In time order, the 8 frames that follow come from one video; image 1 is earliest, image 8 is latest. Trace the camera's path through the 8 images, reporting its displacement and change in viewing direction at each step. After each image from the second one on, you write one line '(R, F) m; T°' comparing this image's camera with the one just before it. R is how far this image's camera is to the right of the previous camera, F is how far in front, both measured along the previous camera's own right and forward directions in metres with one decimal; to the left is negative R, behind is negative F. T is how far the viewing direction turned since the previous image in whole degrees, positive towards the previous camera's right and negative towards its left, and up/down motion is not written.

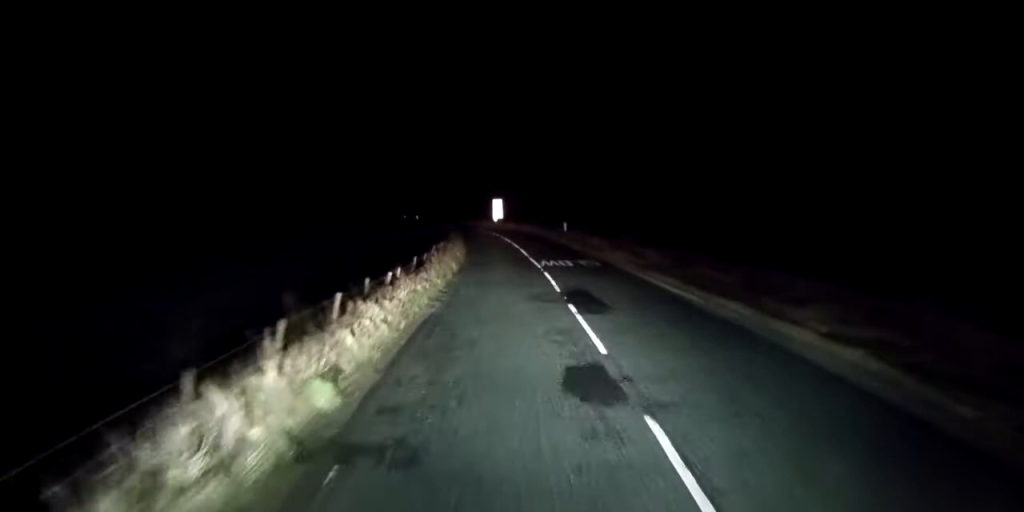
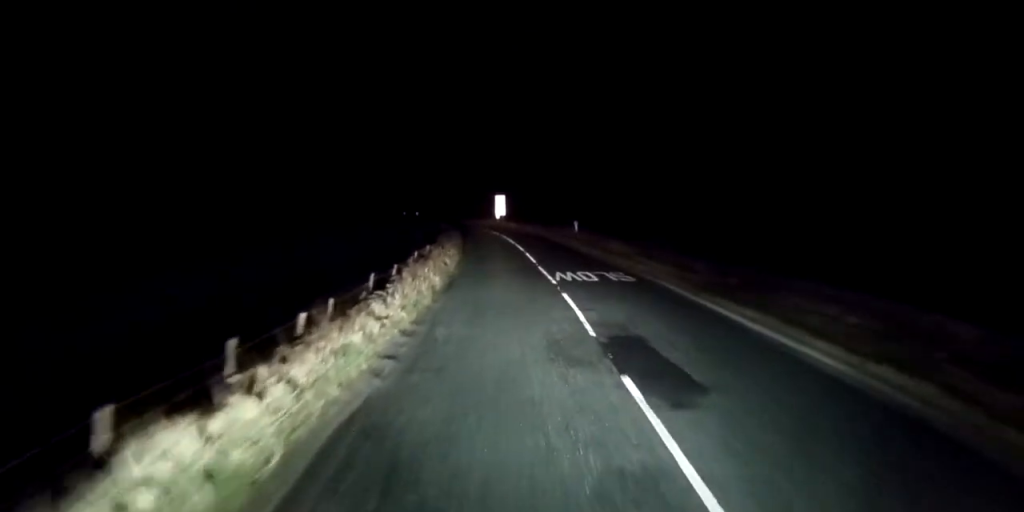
(0.0, +7.8) m; 0°
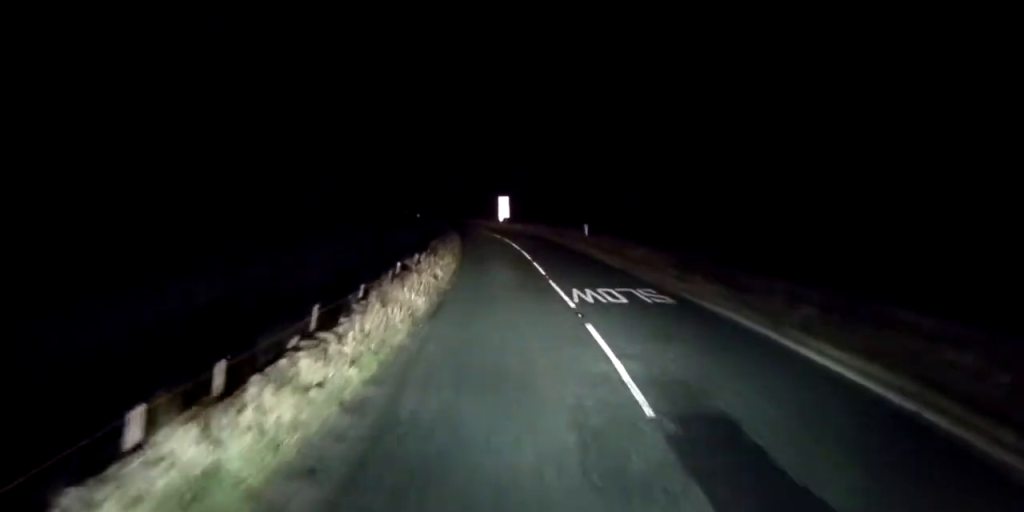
(0.0, +4.8) m; 0°
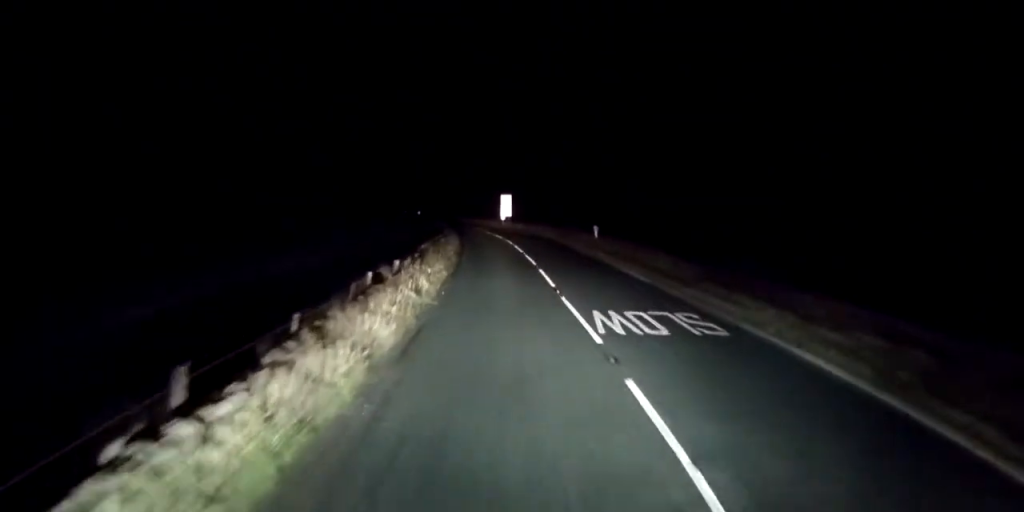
(0.0, +4.7) m; 0°
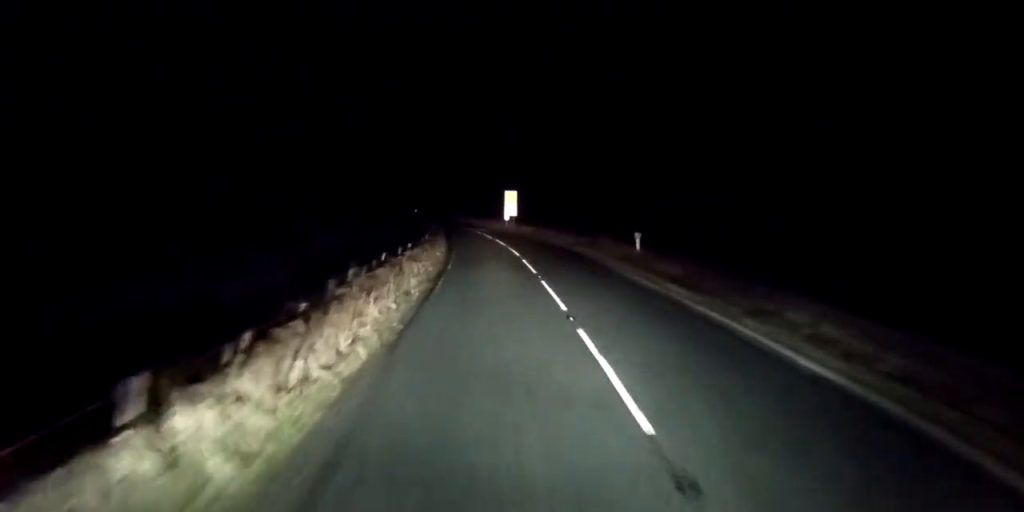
(0.0, +14.3) m; 0°
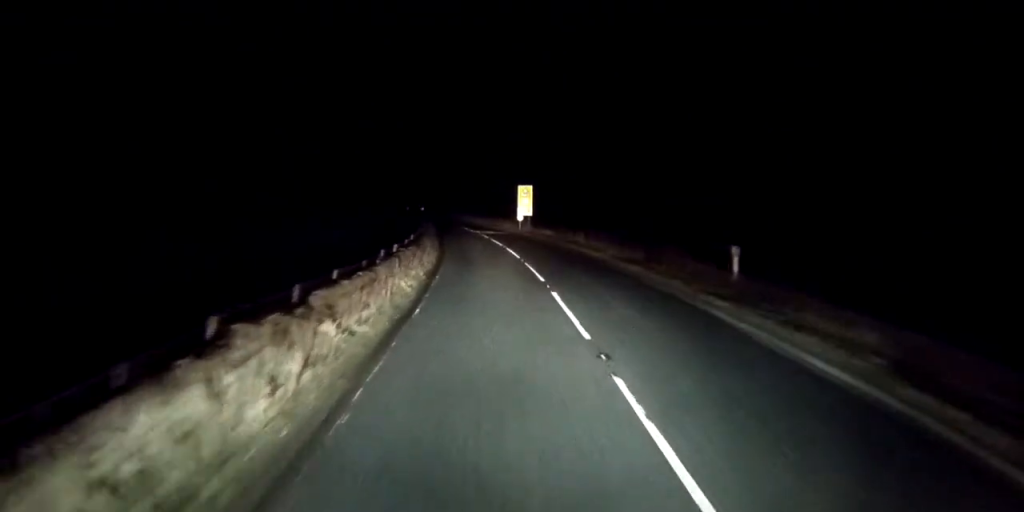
(0.0, +13.1) m; 0°
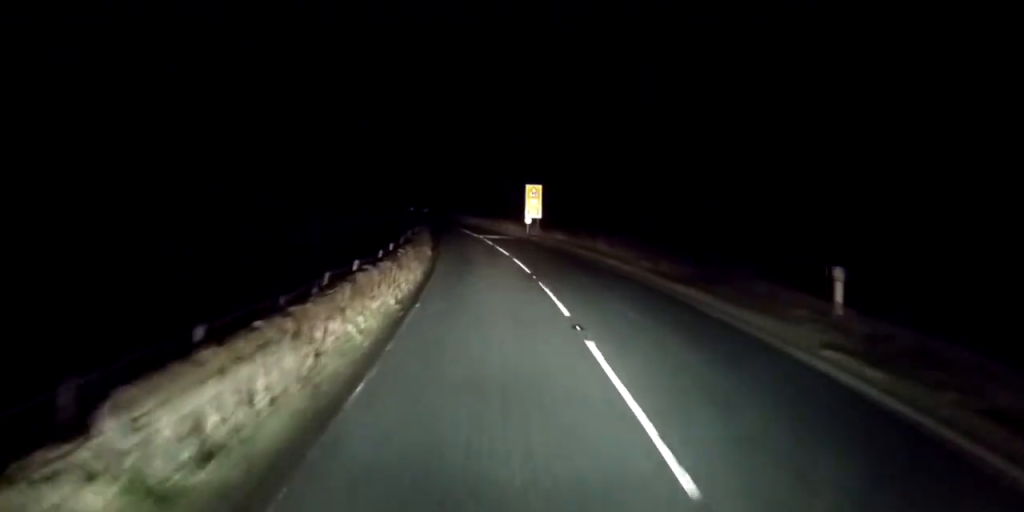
(0.0, +6.6) m; -1°
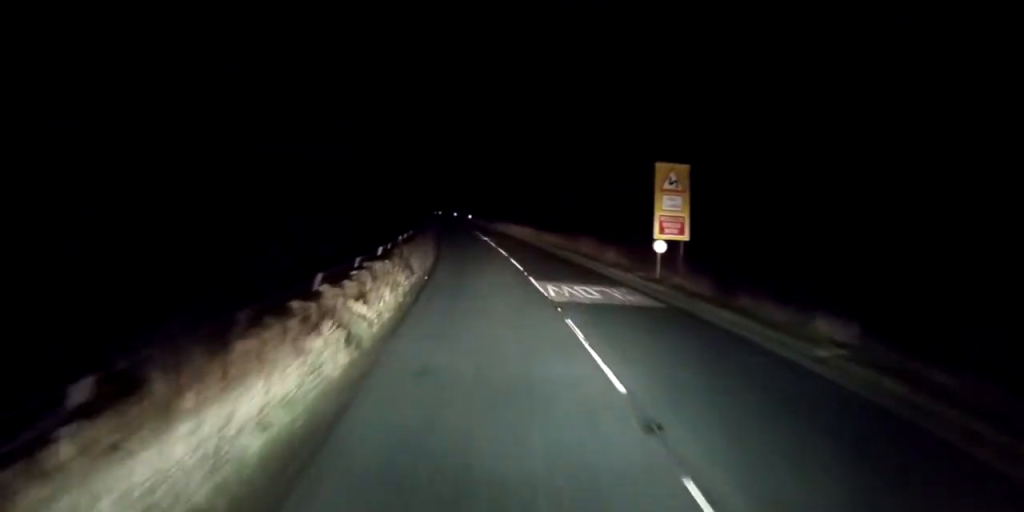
(-1.9, +32.7) m; -7°
